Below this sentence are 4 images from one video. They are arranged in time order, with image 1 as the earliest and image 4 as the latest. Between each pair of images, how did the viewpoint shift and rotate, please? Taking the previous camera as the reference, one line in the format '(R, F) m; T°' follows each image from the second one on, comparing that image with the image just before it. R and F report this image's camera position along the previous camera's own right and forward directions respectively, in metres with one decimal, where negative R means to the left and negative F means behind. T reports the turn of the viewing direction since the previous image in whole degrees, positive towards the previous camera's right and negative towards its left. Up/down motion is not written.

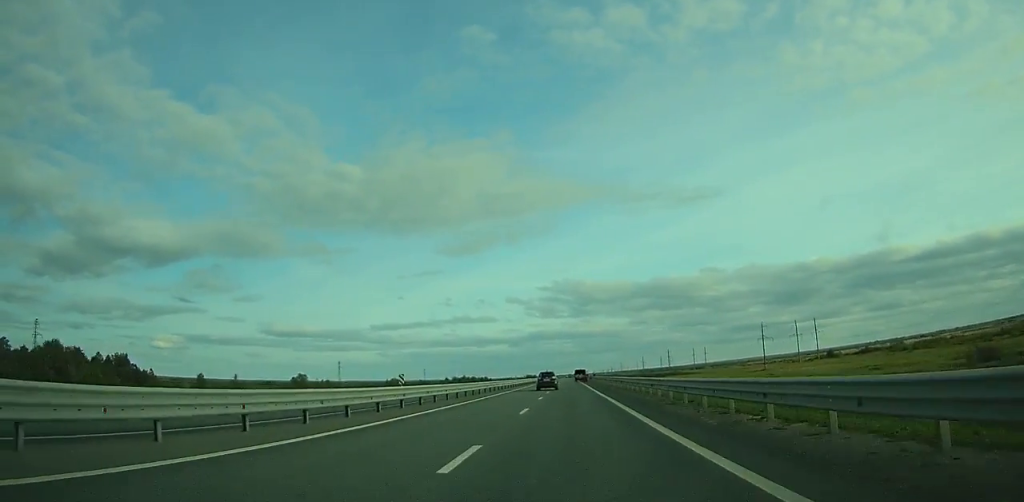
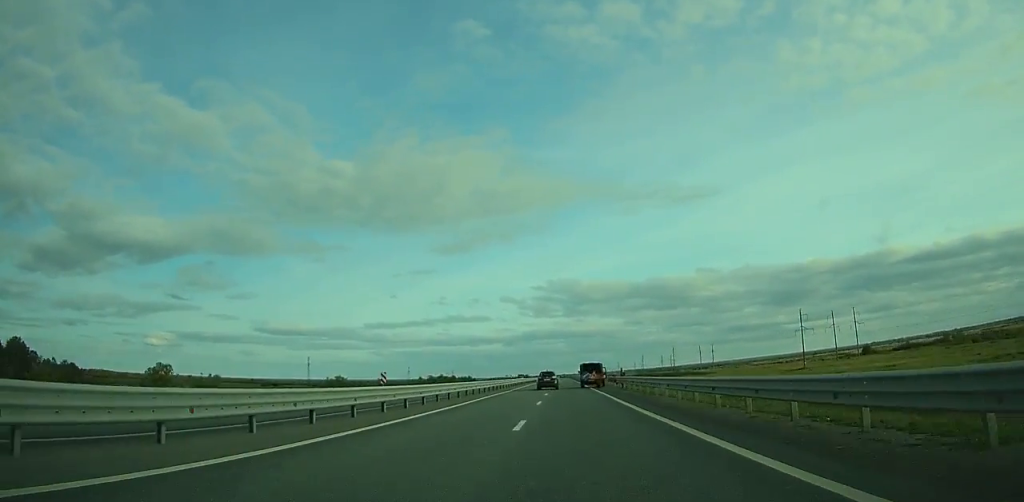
(-0.2, +54.5) m; 0°
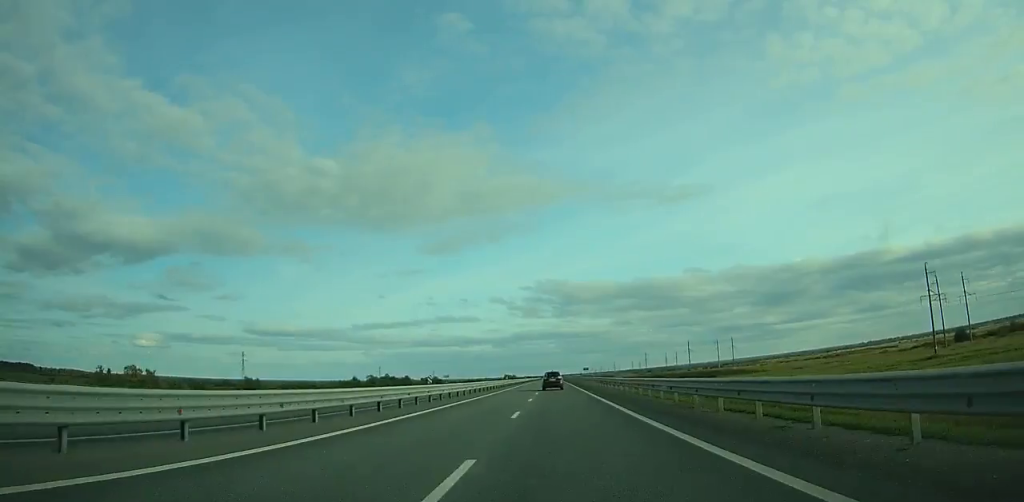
(+0.2, +92.1) m; 0°
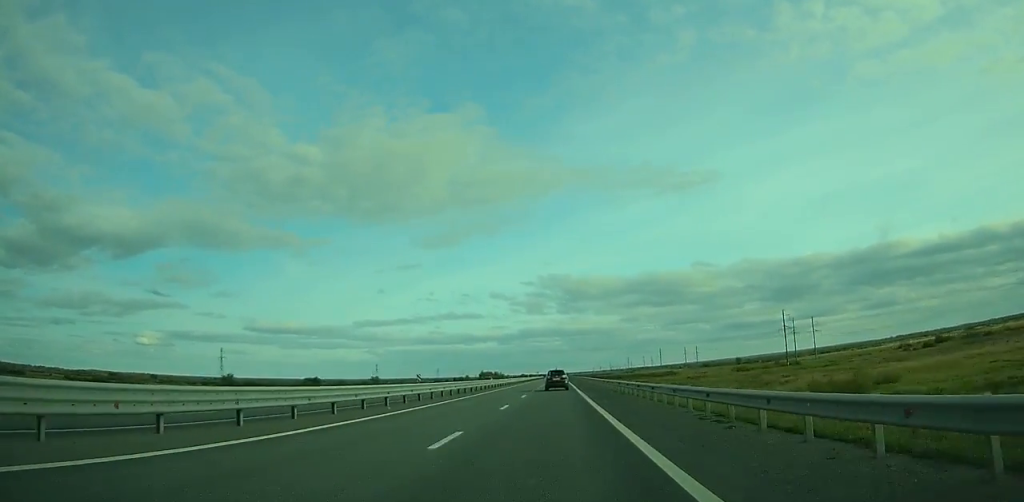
(+0.4, +356.1) m; 0°
